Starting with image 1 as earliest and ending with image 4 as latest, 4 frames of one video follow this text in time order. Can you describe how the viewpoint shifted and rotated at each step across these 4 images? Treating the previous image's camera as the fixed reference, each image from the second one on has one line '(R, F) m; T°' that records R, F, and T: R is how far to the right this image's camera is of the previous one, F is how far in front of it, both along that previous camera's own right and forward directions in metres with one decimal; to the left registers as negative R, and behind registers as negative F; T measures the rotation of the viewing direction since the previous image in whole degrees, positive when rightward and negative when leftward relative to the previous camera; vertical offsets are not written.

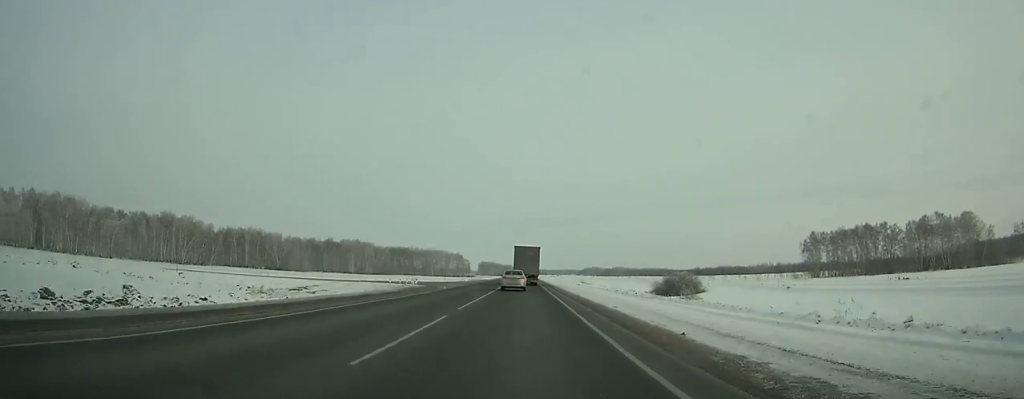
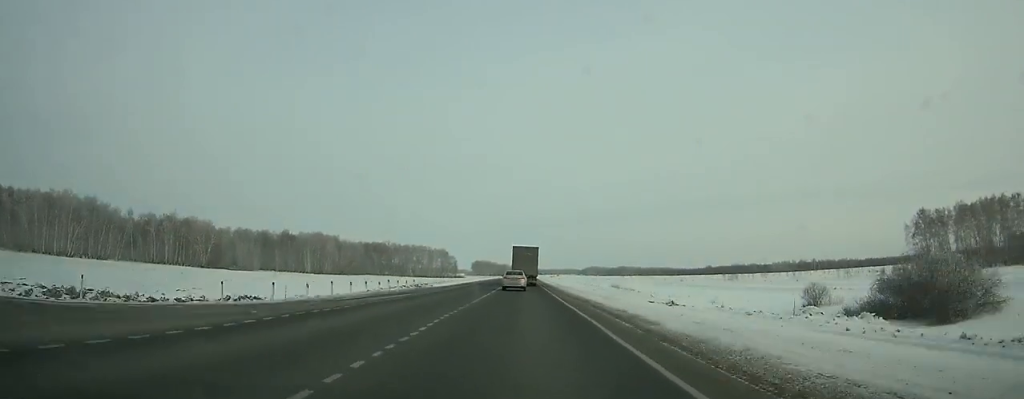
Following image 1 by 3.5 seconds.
(0.0, +78.5) m; 0°
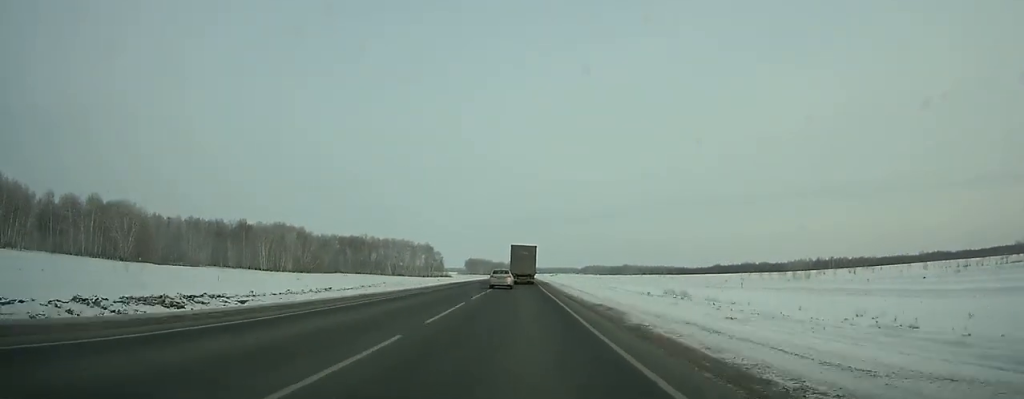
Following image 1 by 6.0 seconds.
(+0.2, +55.5) m; 0°
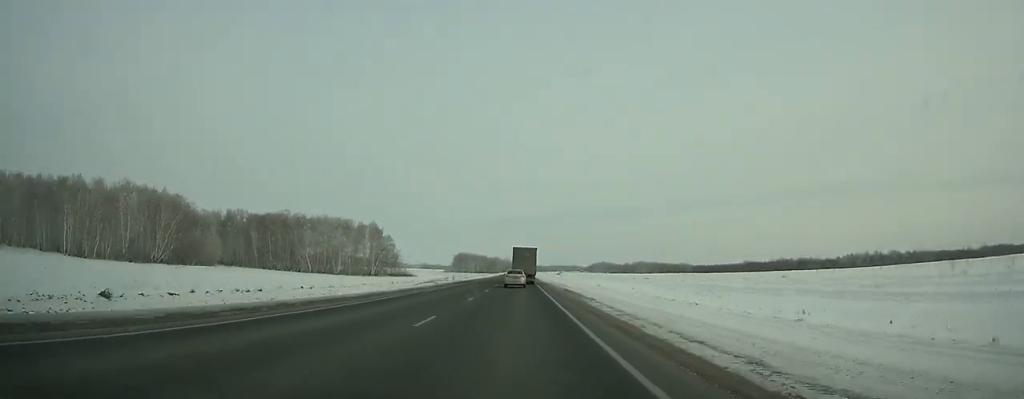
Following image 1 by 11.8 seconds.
(-0.3, +128.1) m; 0°
